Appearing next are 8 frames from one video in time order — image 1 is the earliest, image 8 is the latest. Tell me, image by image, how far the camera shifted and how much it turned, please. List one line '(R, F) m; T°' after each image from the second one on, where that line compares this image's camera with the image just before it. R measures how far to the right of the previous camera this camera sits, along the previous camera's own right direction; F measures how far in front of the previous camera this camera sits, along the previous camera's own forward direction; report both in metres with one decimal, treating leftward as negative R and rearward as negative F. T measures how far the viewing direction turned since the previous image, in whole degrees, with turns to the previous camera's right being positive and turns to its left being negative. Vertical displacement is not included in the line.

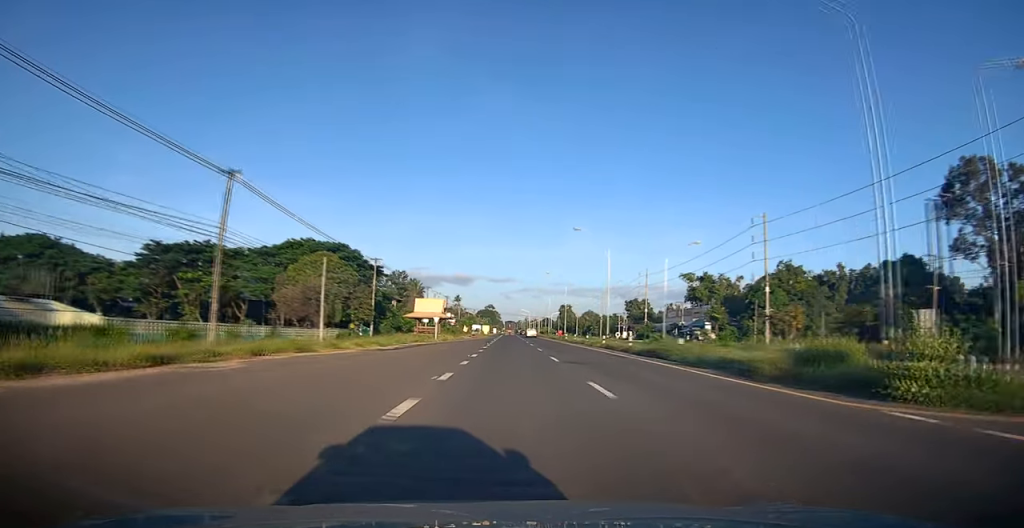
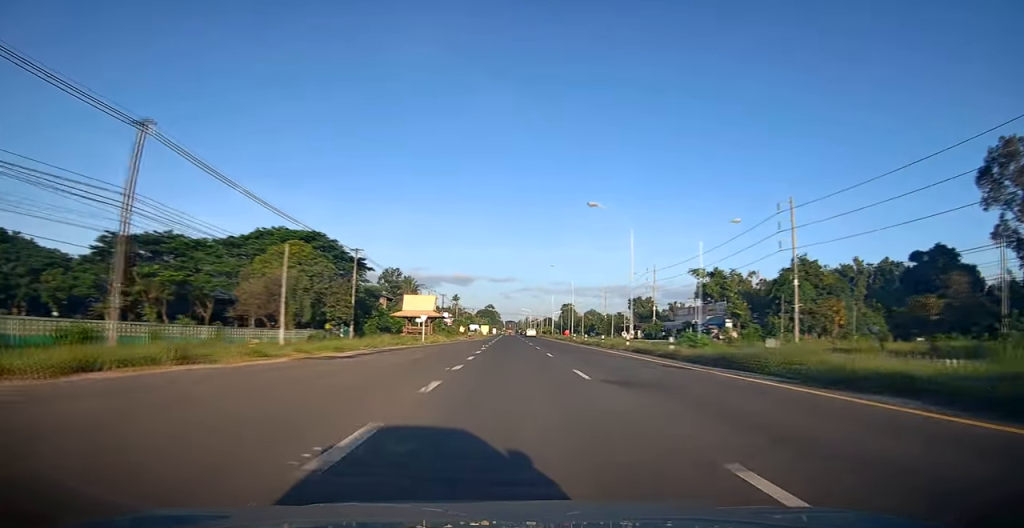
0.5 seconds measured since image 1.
(0.0, +8.8) m; 0°
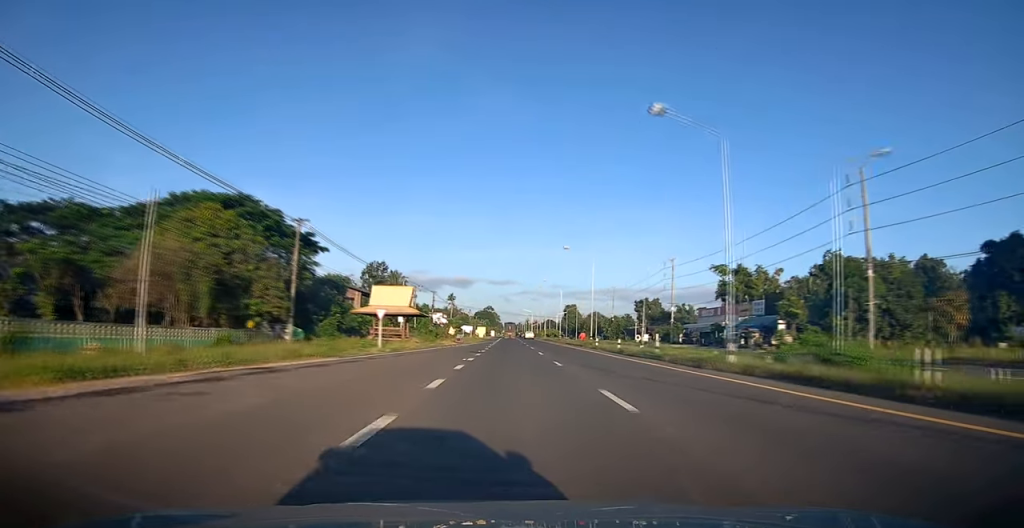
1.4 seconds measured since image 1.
(+0.2, +16.9) m; 0°
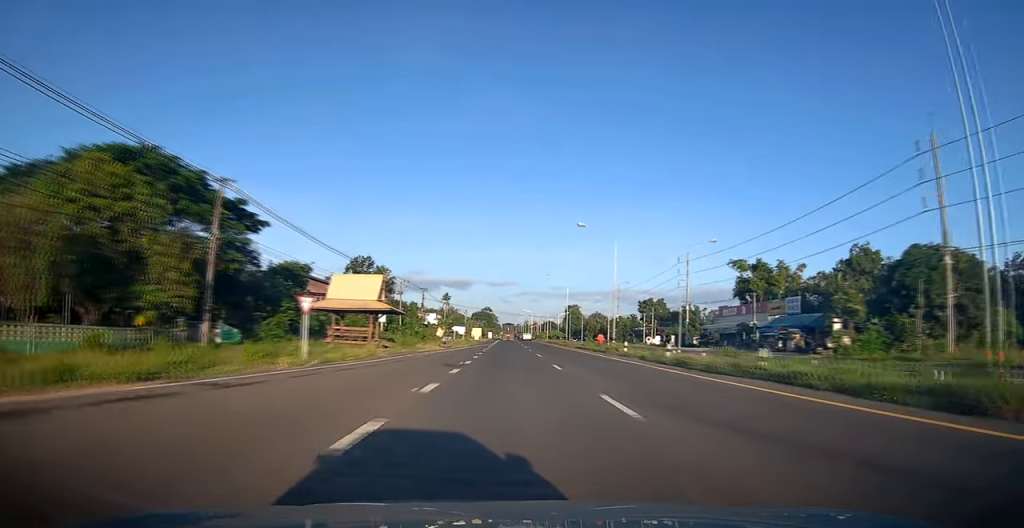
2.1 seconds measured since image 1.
(-0.2, +12.5) m; 0°
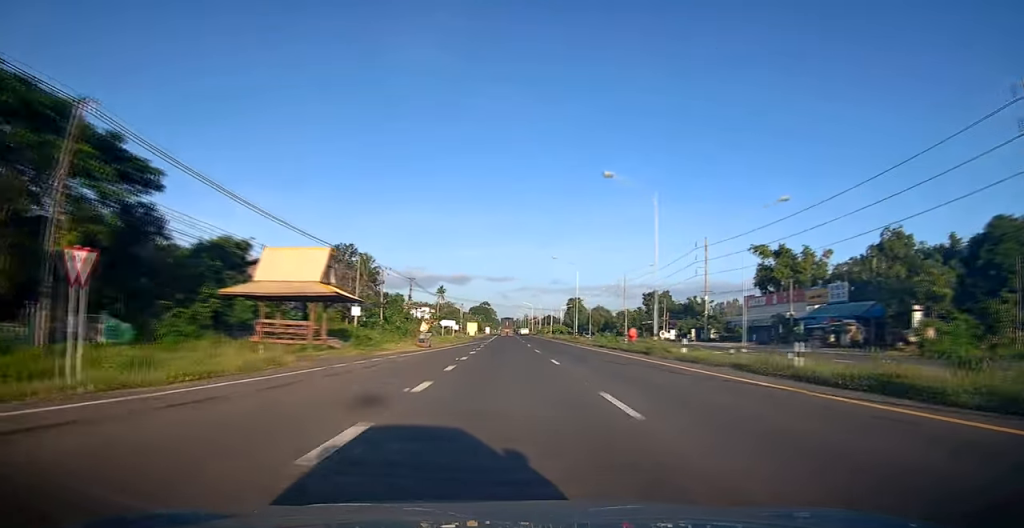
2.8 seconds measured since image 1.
(+0.2, +12.4) m; +1°
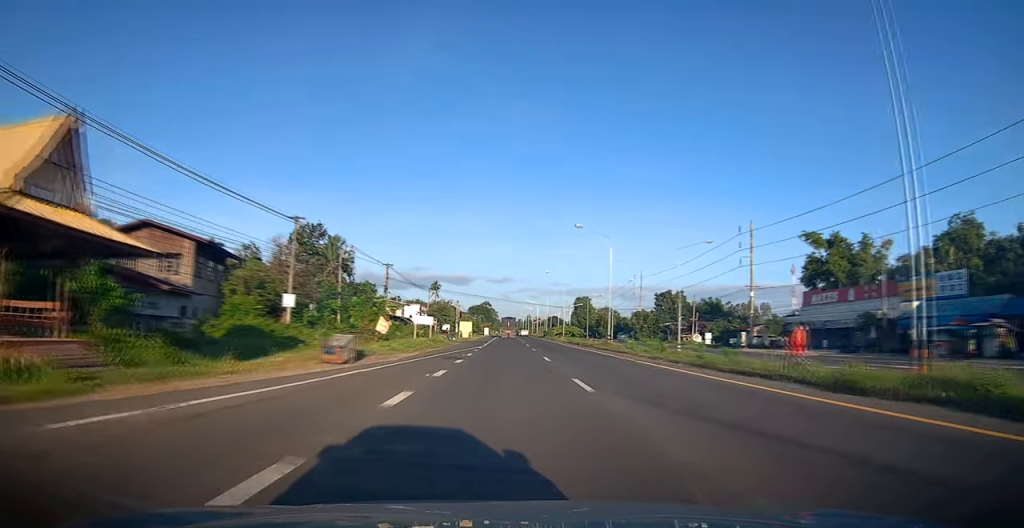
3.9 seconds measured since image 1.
(+0.2, +20.2) m; -1°
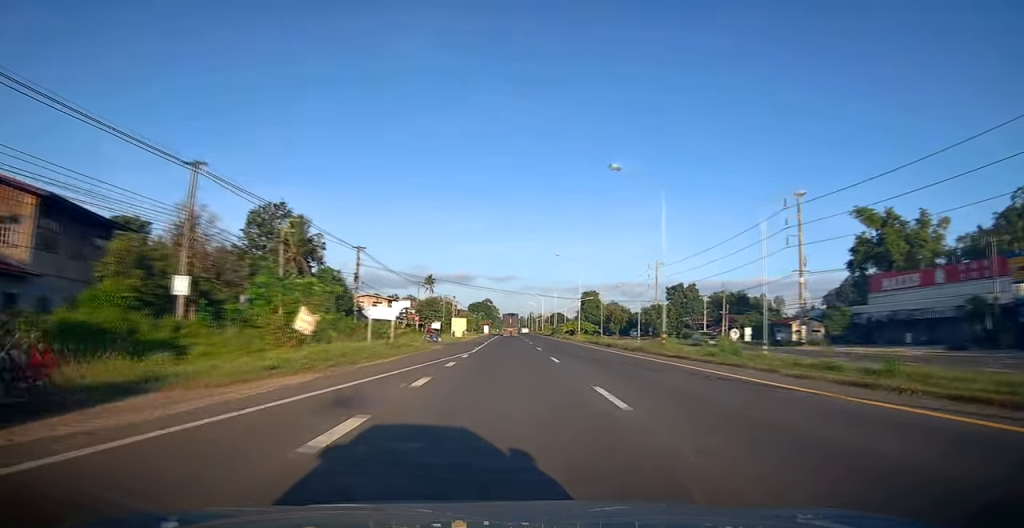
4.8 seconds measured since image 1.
(-0.3, +15.8) m; 0°
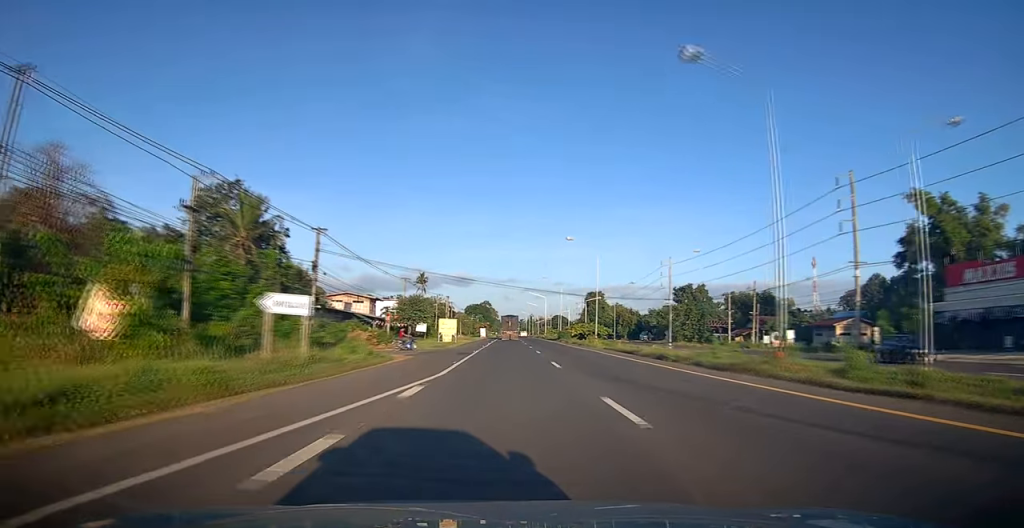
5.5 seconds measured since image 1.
(0.0, +13.6) m; 0°
